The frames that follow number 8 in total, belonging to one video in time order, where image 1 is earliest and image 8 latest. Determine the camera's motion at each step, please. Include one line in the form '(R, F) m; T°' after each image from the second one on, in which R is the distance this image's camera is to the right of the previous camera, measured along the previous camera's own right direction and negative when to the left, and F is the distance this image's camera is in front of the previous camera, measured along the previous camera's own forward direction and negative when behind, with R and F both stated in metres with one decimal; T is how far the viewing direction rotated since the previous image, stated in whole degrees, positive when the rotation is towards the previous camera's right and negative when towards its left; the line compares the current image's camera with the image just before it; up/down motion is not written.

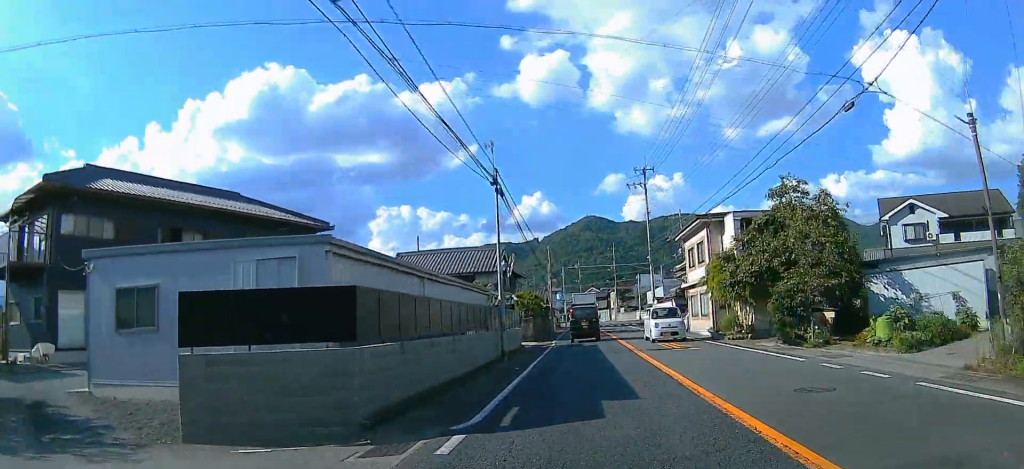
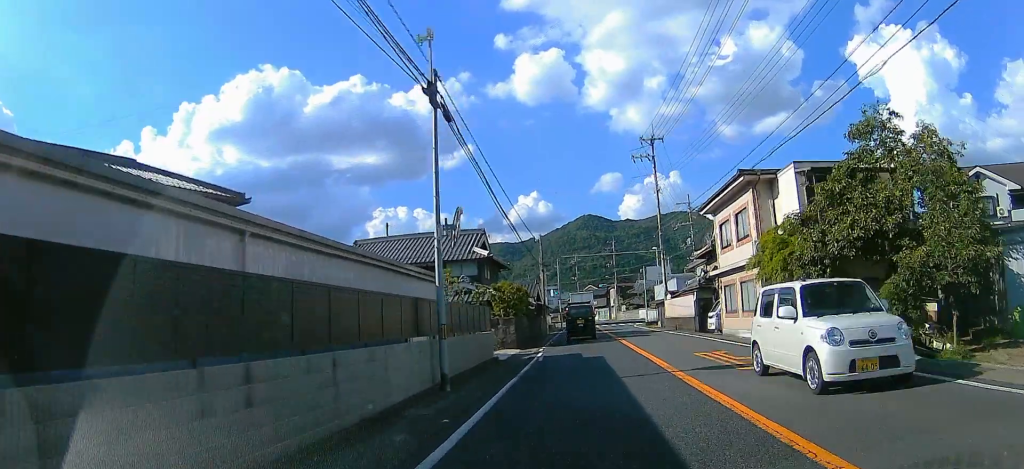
(-0.1, +8.6) m; -1°
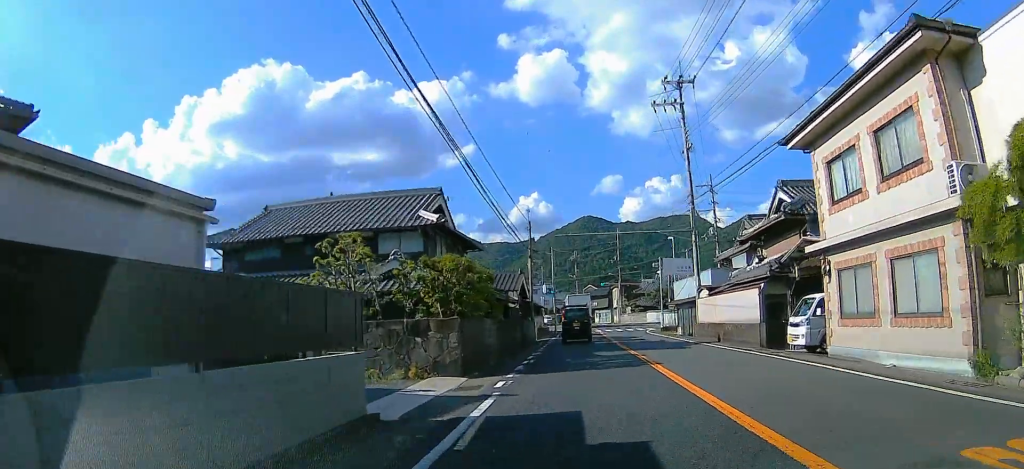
(0.0, +11.9) m; 0°
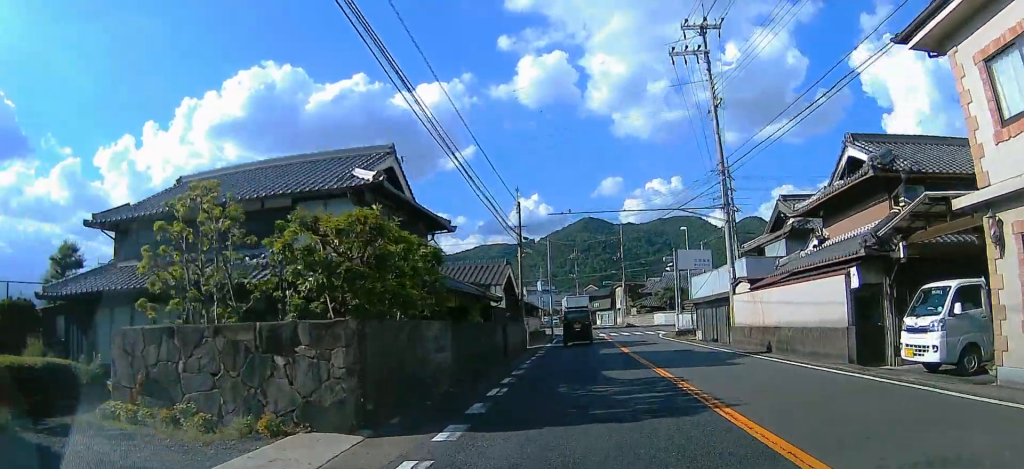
(0.0, +6.9) m; 0°
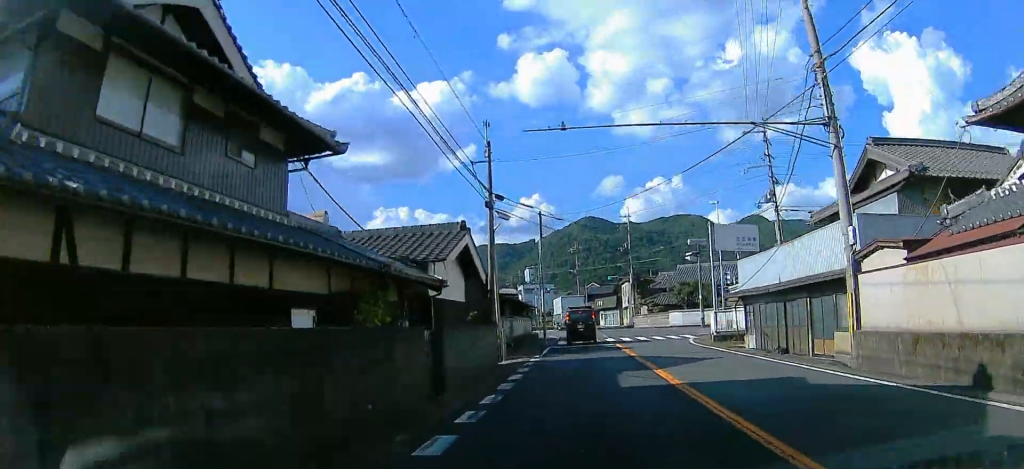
(0.0, +11.3) m; 0°
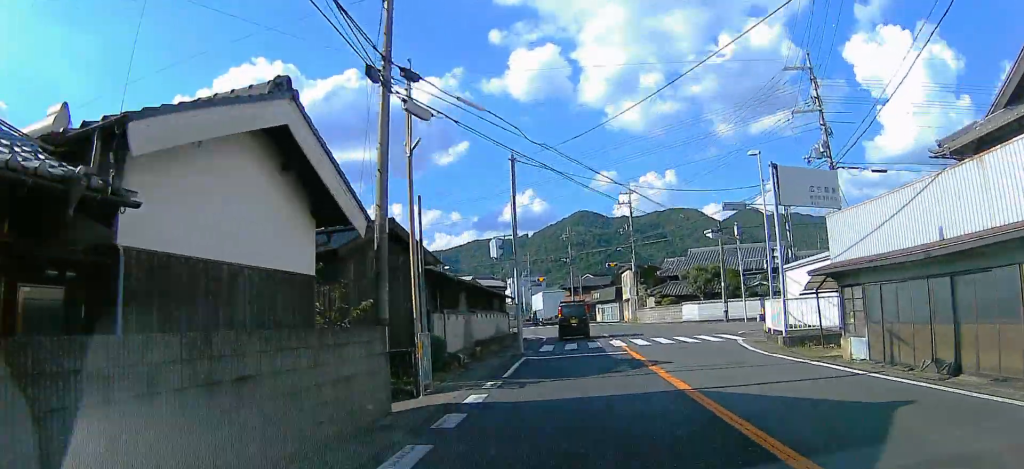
(0.0, +11.6) m; 0°
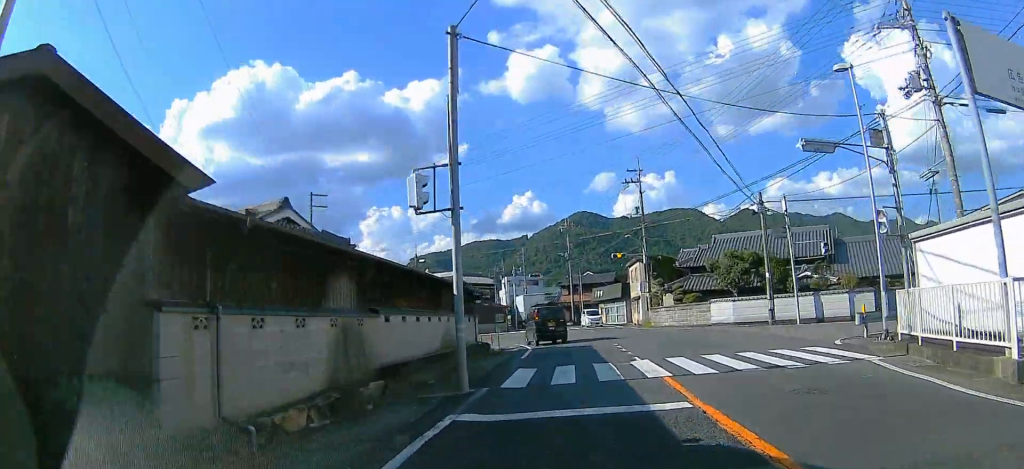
(0.0, +12.0) m; -1°
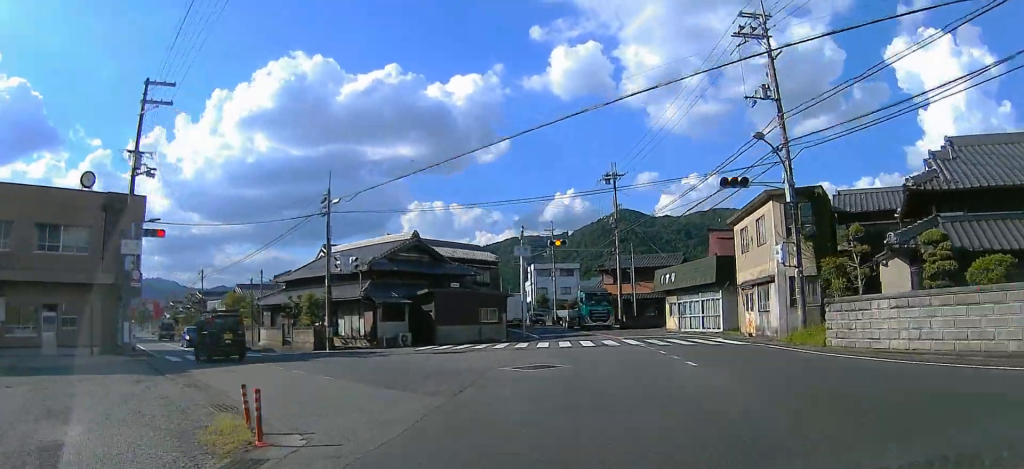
(-0.5, +32.4) m; -2°
